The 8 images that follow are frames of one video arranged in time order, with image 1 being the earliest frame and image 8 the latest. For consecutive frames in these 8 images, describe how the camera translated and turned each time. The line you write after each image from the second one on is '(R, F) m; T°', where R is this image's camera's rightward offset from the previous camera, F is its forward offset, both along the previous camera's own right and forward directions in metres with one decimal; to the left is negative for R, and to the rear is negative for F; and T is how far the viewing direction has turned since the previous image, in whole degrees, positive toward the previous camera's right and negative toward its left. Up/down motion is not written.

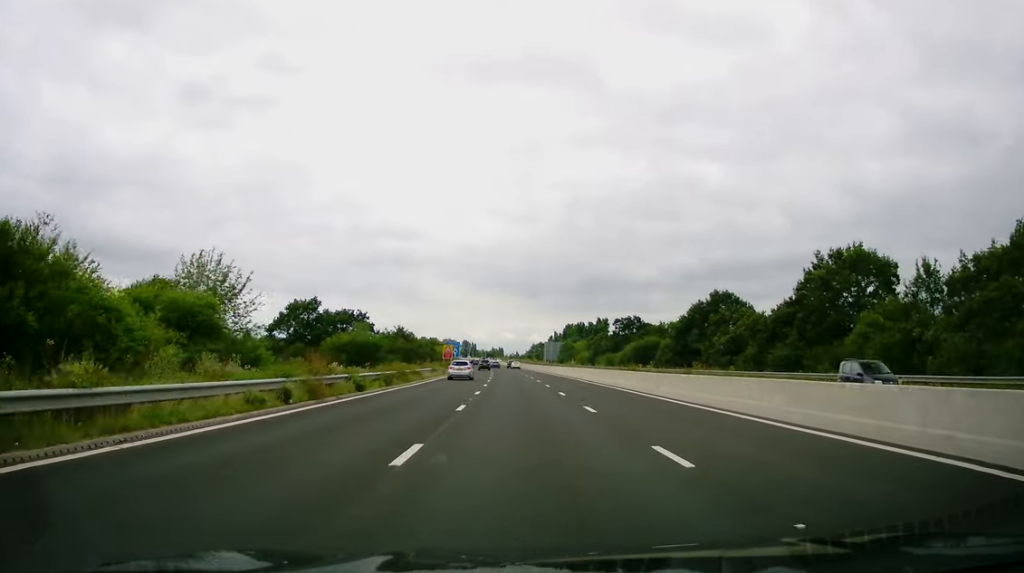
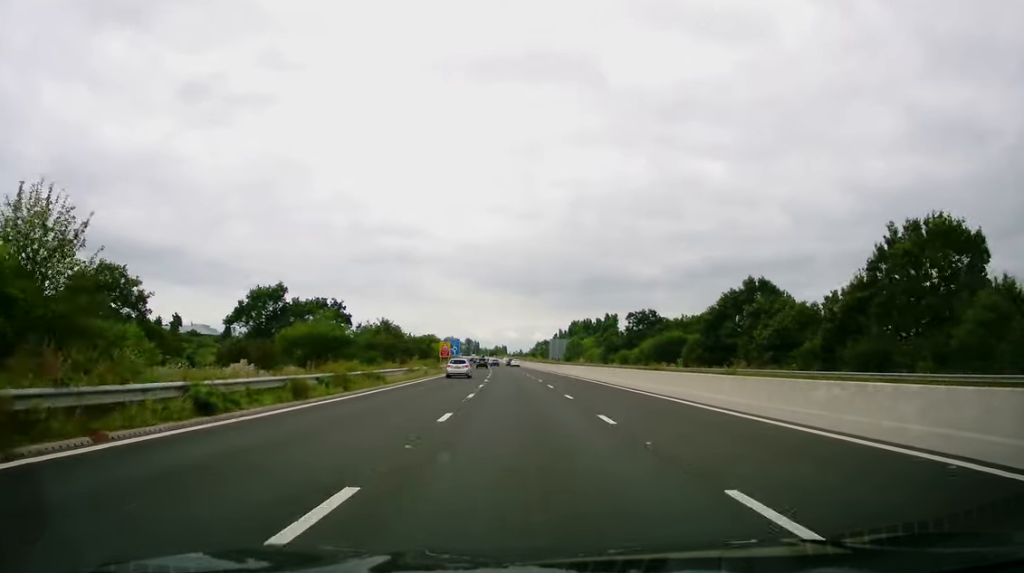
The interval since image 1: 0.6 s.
(0.0, +13.4) m; 0°
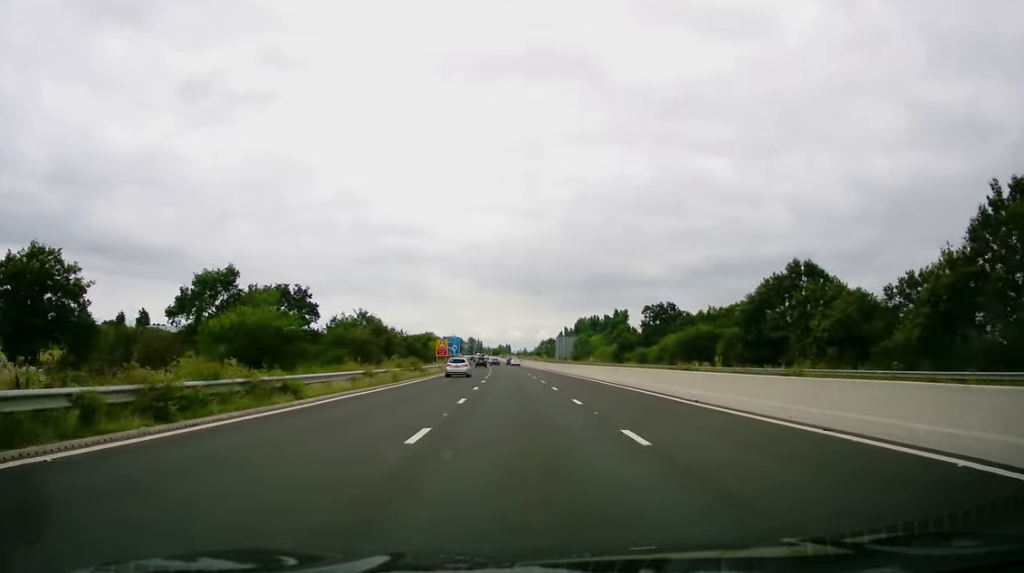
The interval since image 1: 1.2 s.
(0.0, +13.3) m; 0°
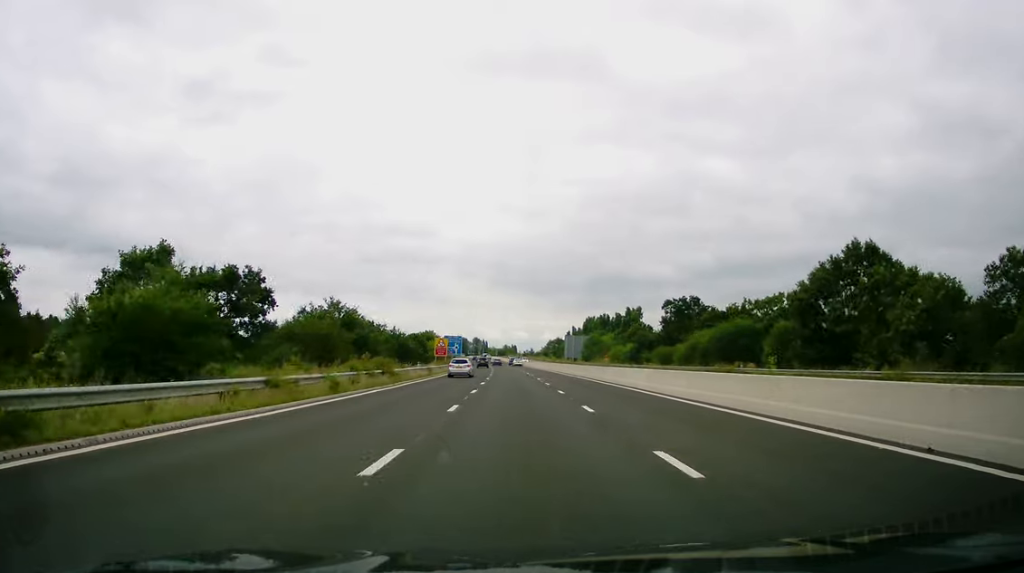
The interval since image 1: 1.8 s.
(0.0, +12.5) m; -1°
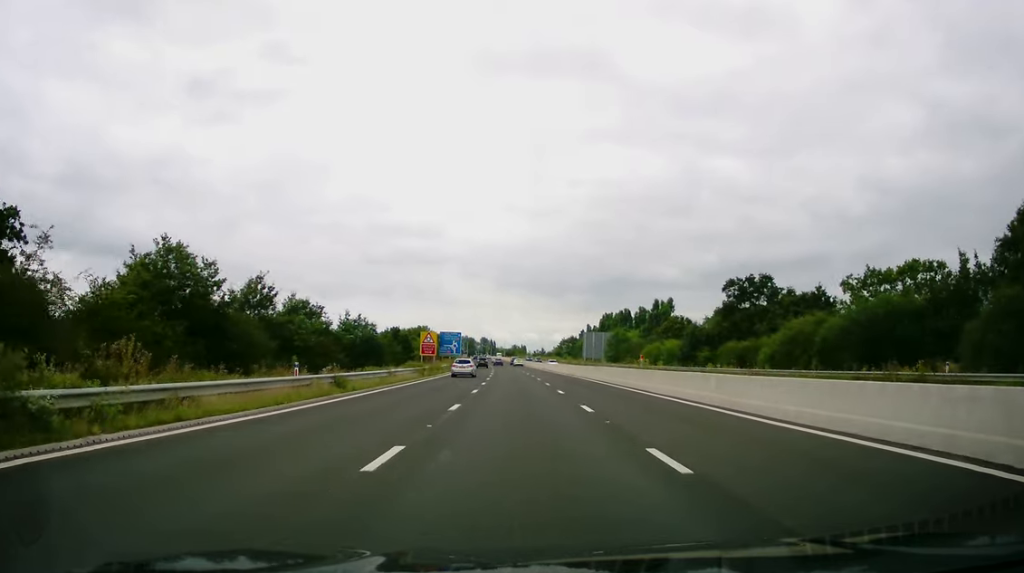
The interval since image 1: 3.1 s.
(-0.6, +28.5) m; -1°
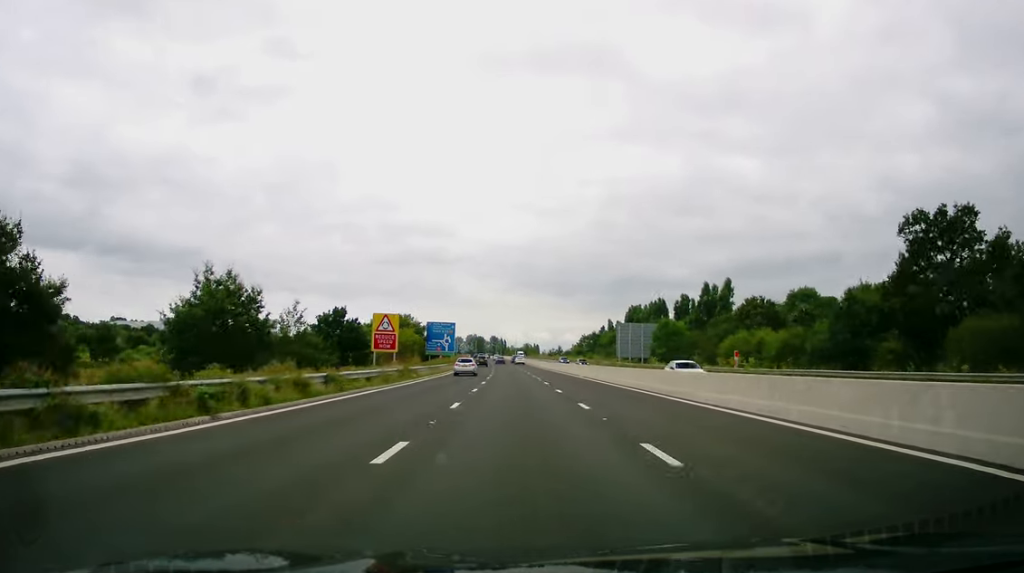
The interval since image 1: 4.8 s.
(+0.1, +38.2) m; -2°
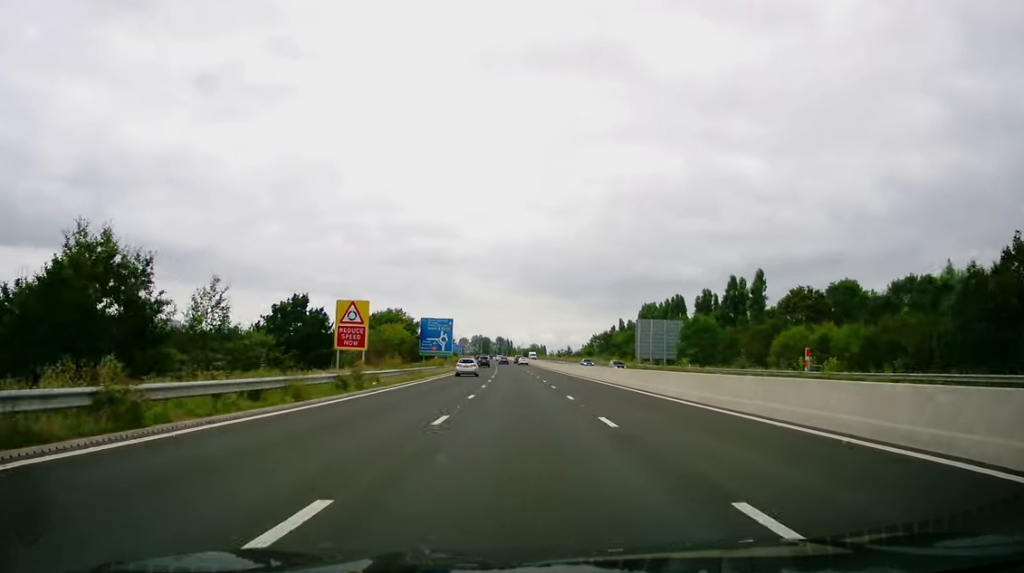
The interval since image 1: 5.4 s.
(-0.2, +14.0) m; -1°
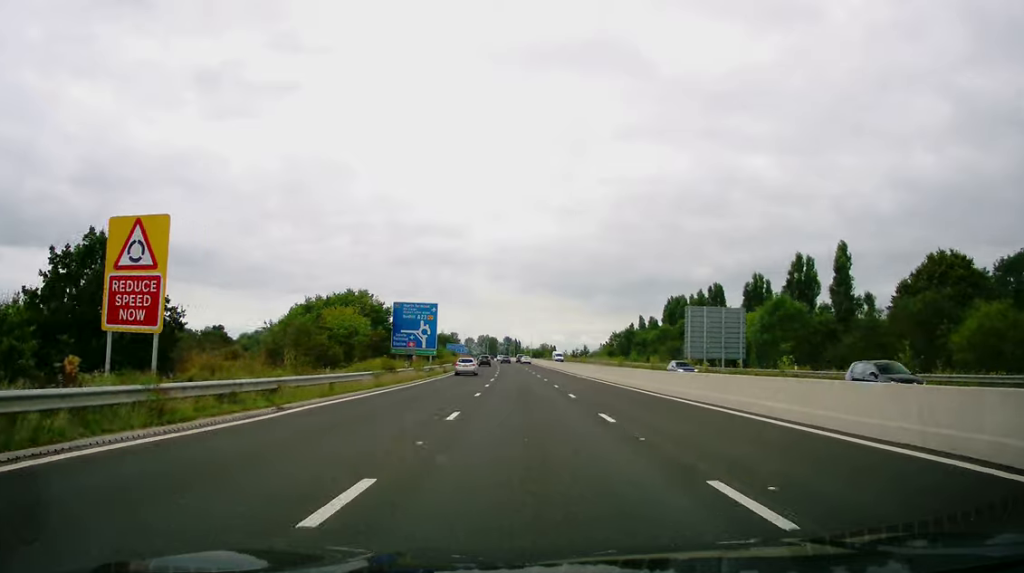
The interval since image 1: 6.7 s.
(-0.1, +27.8) m; +1°
